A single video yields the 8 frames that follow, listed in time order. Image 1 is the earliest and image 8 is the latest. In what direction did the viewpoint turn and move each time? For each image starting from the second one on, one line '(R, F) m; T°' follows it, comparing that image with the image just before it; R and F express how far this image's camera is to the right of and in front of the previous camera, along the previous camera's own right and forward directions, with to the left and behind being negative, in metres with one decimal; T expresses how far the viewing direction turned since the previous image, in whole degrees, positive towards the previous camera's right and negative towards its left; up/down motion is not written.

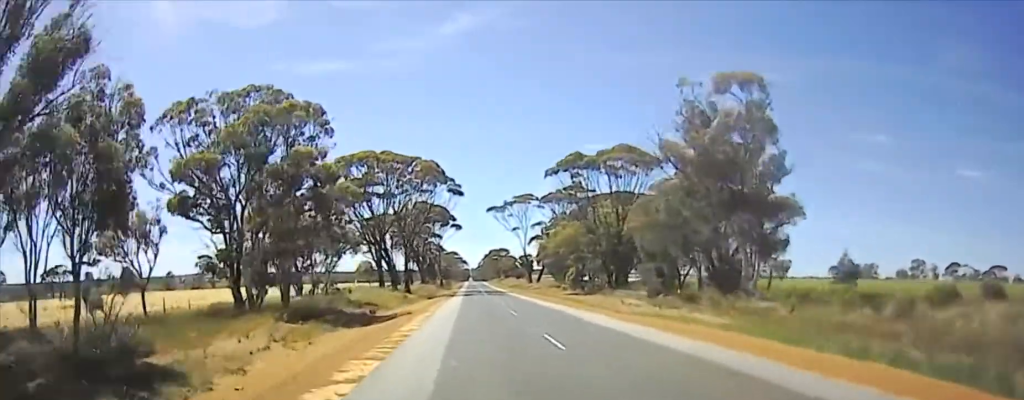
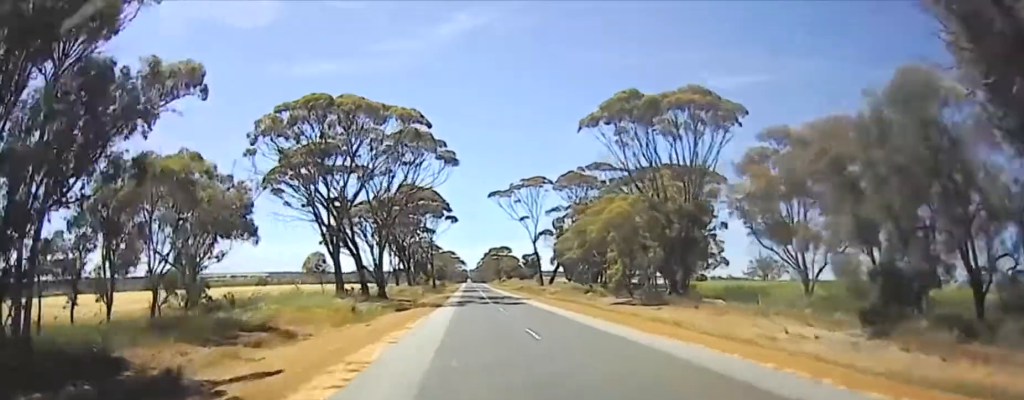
(+0.8, +21.4) m; +2°
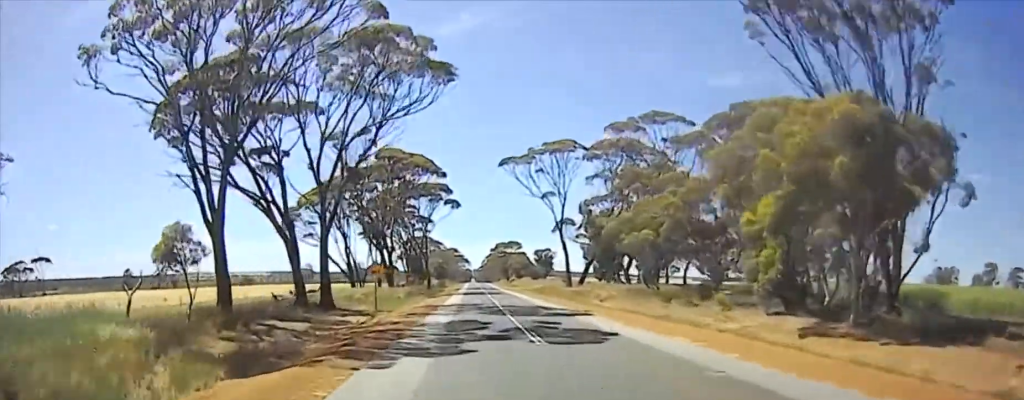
(0.0, +27.9) m; -1°
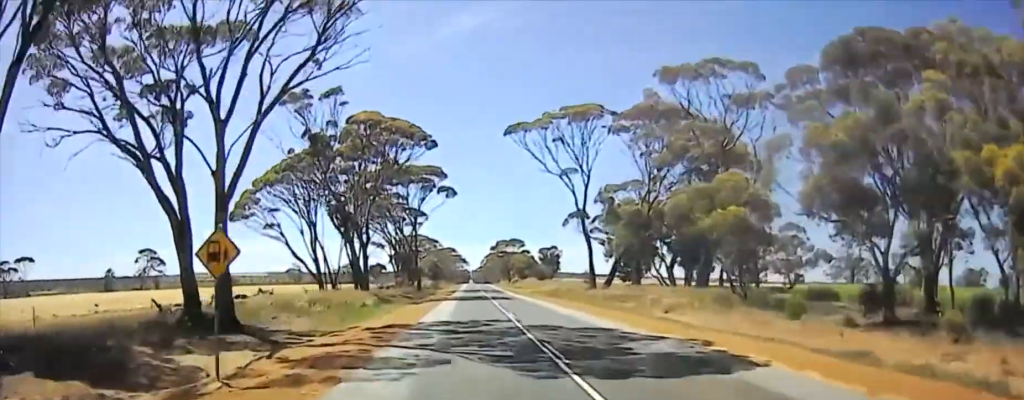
(-0.2, +18.6) m; -1°
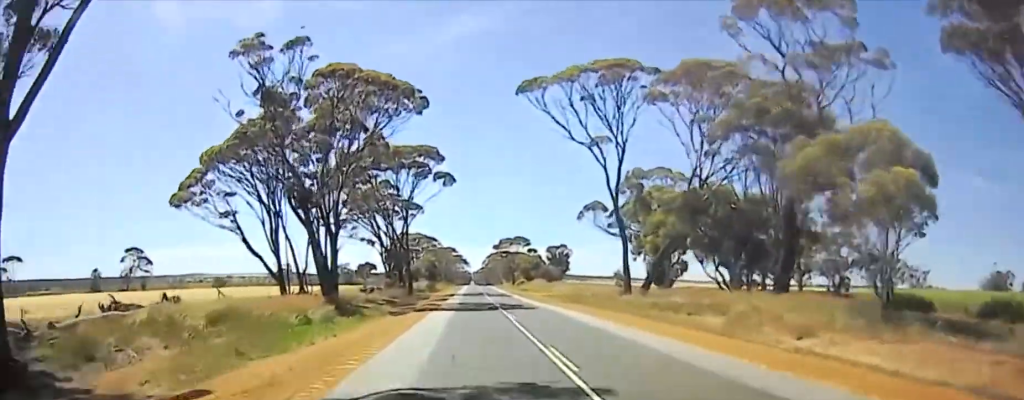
(0.0, +15.5) m; -1°
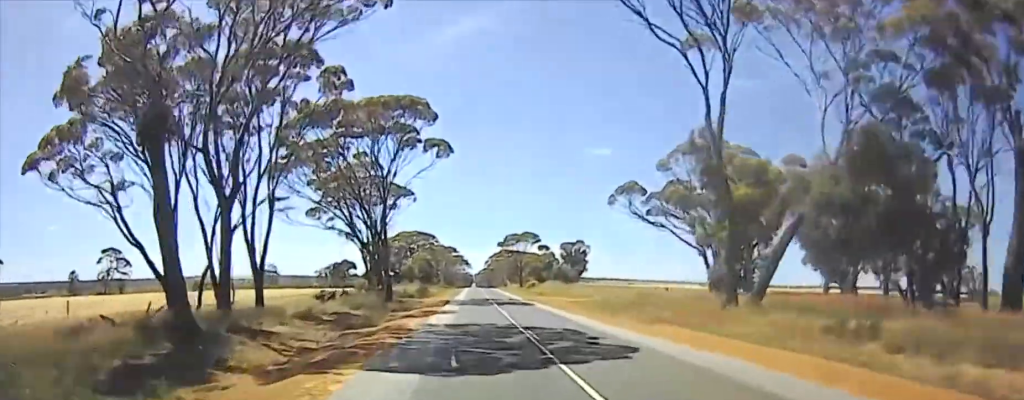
(-0.4, +24.4) m; 0°
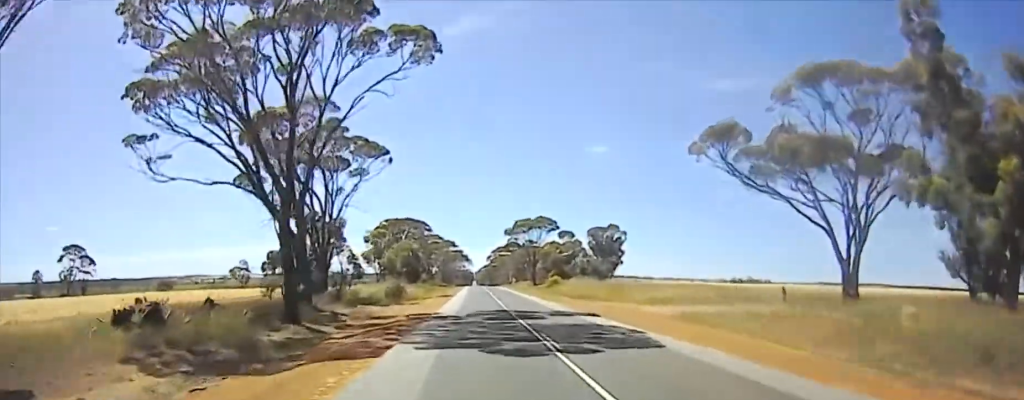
(+0.4, +32.0) m; +1°
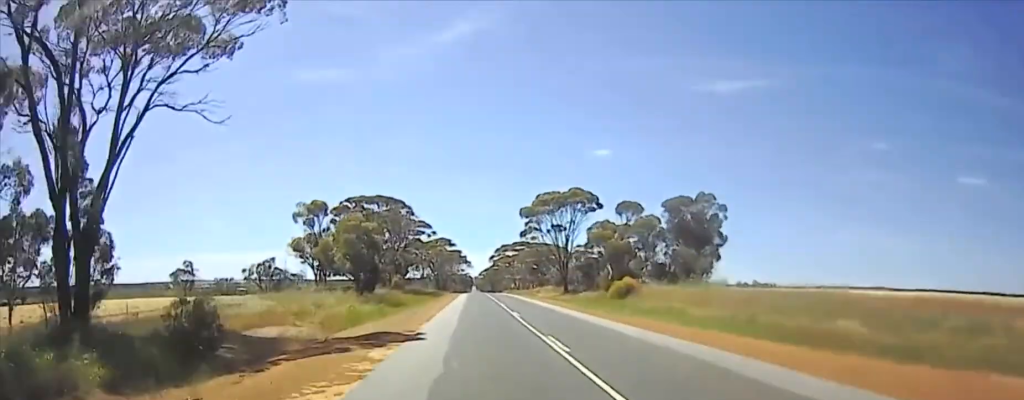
(+0.4, +35.8) m; +1°
